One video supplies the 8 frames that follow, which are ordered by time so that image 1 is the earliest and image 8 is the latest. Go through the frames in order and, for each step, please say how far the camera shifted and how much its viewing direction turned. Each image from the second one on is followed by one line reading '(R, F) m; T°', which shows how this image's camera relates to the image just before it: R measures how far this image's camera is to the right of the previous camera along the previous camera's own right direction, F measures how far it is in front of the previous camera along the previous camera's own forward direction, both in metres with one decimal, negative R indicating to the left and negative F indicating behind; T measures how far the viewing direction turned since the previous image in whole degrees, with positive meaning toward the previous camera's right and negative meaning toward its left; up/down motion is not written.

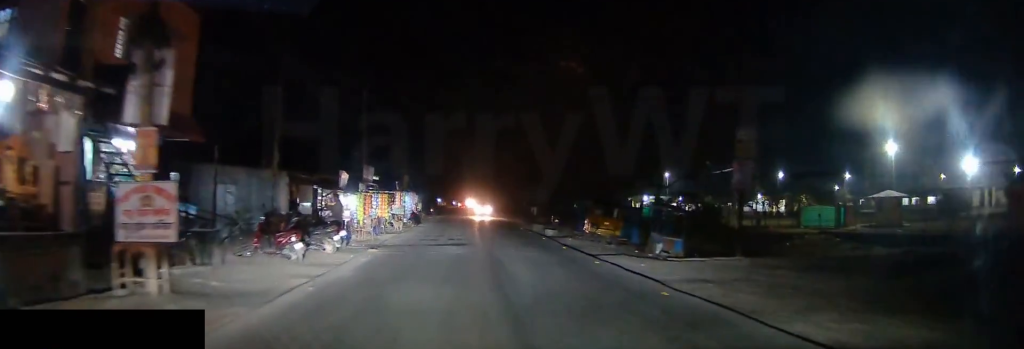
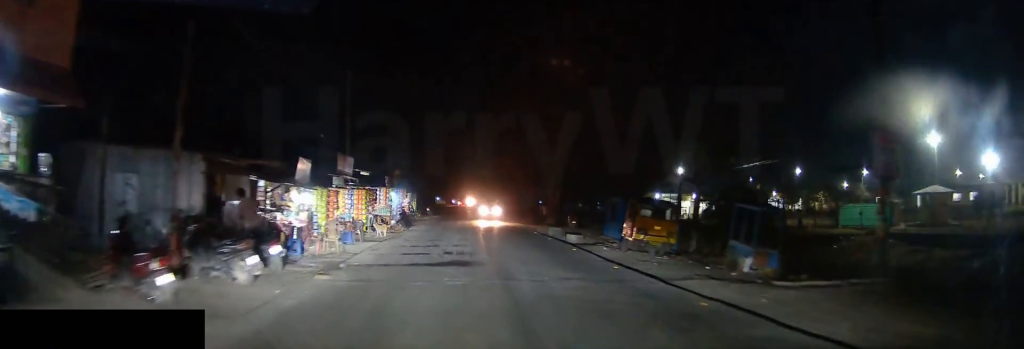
(-0.2, +5.4) m; -3°
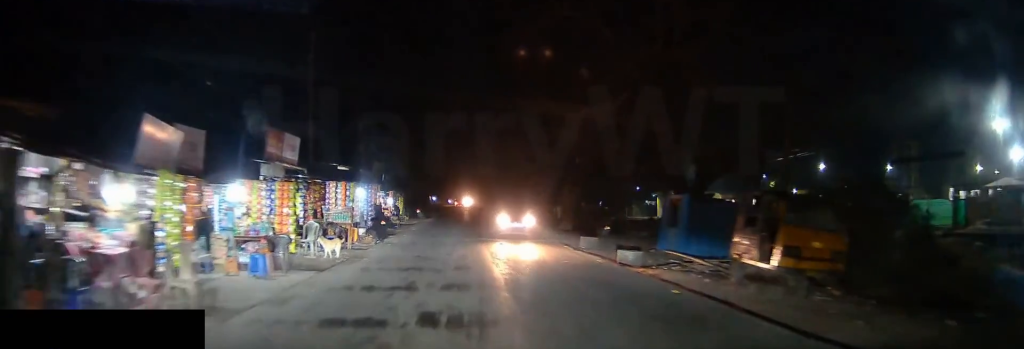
(-0.1, +7.8) m; +1°
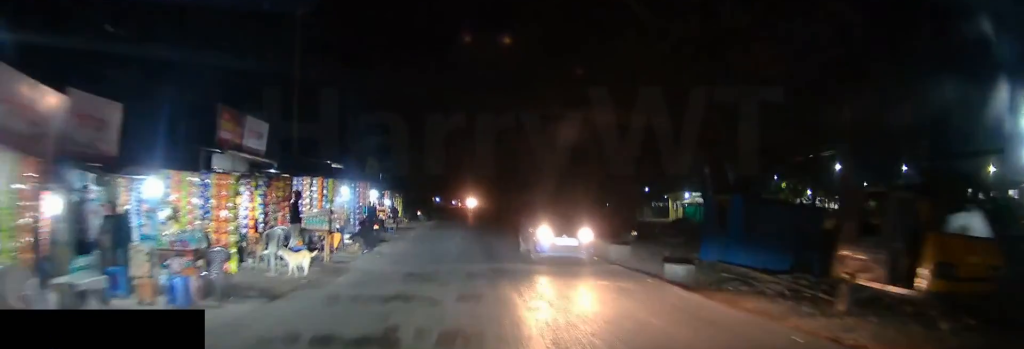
(+0.1, +4.3) m; 0°
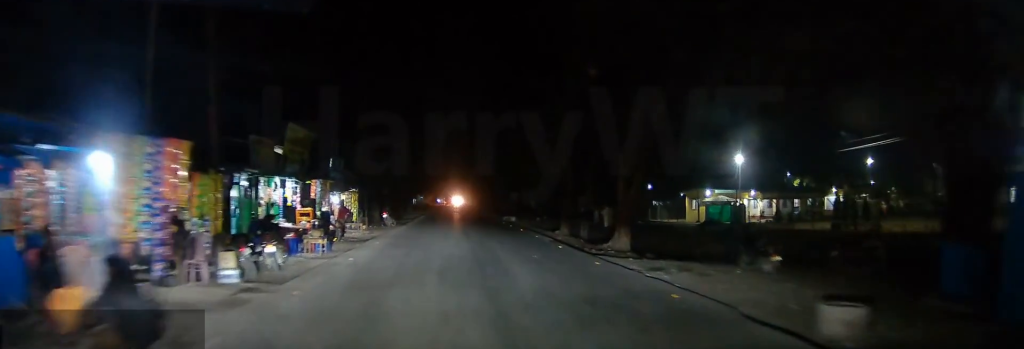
(-0.1, +16.2) m; 0°
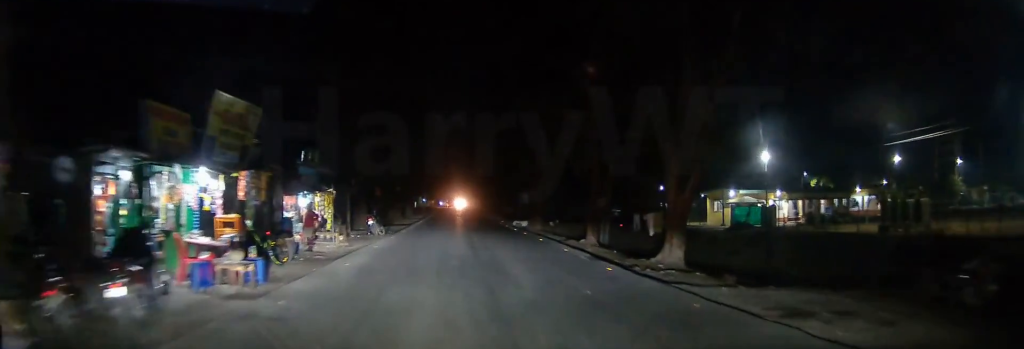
(+0.1, +7.3) m; -1°
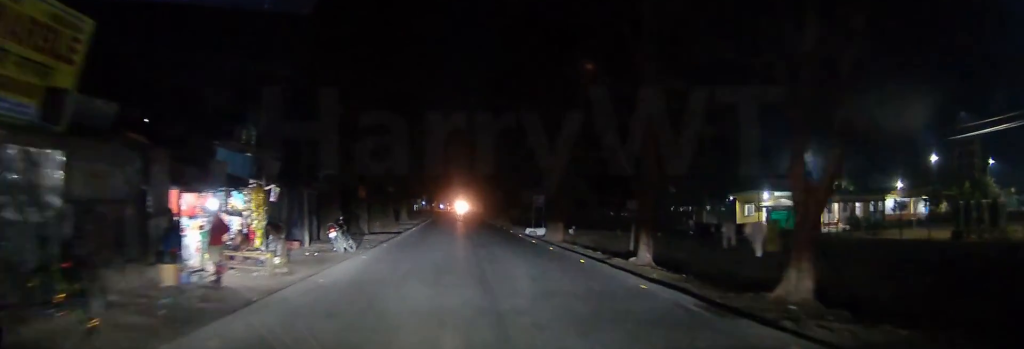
(-0.2, +8.9) m; 0°
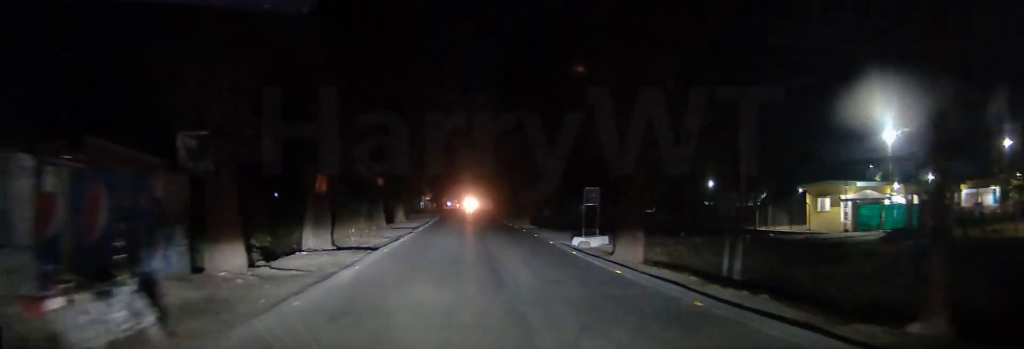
(+0.4, +13.8) m; 0°
